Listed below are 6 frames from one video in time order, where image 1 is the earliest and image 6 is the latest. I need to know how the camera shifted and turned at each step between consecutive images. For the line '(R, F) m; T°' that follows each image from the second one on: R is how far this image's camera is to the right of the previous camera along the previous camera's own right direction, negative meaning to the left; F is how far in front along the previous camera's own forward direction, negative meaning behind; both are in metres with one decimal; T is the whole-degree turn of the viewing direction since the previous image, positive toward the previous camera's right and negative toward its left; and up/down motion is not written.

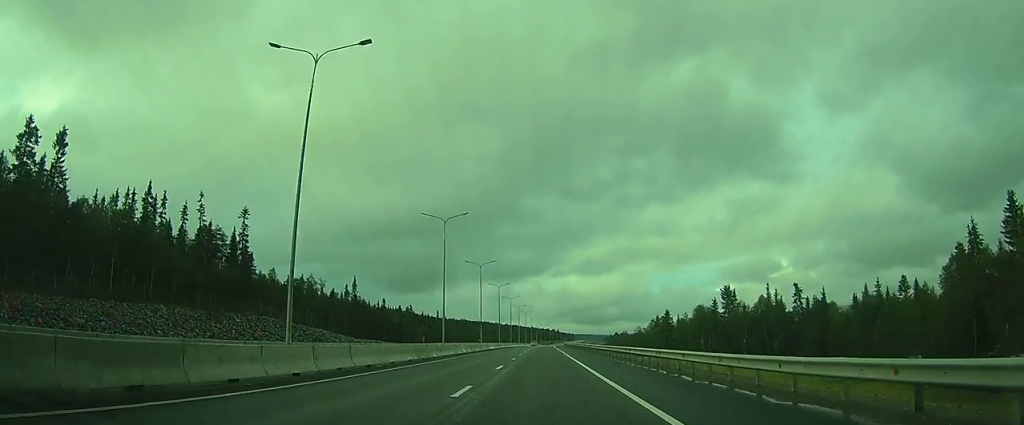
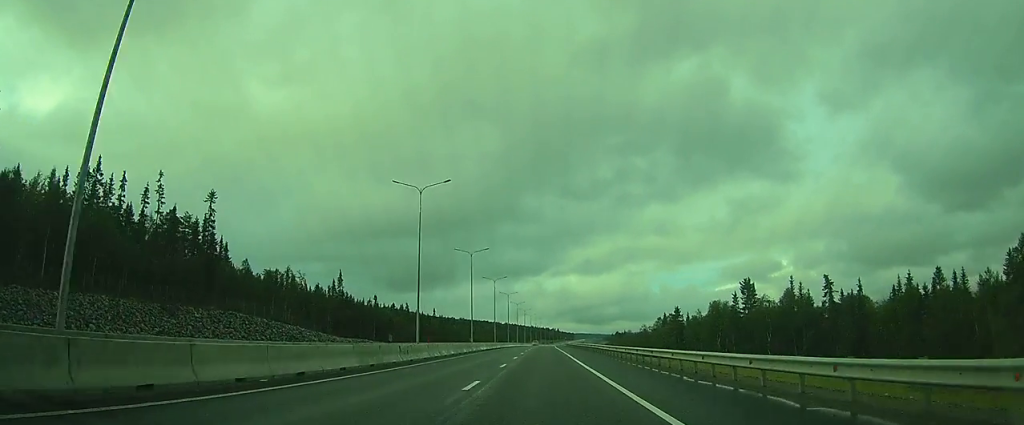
(0.0, +10.4) m; 0°
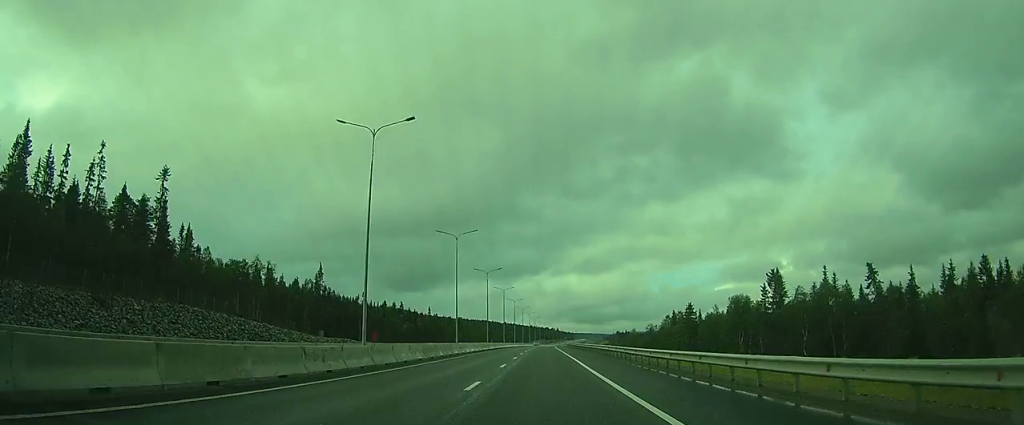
(0.0, +11.8) m; 0°
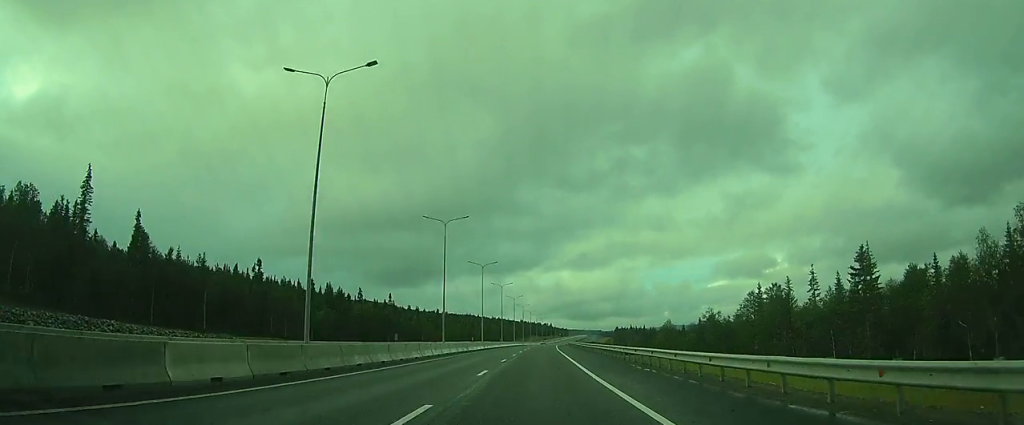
(-0.1, +65.9) m; 0°
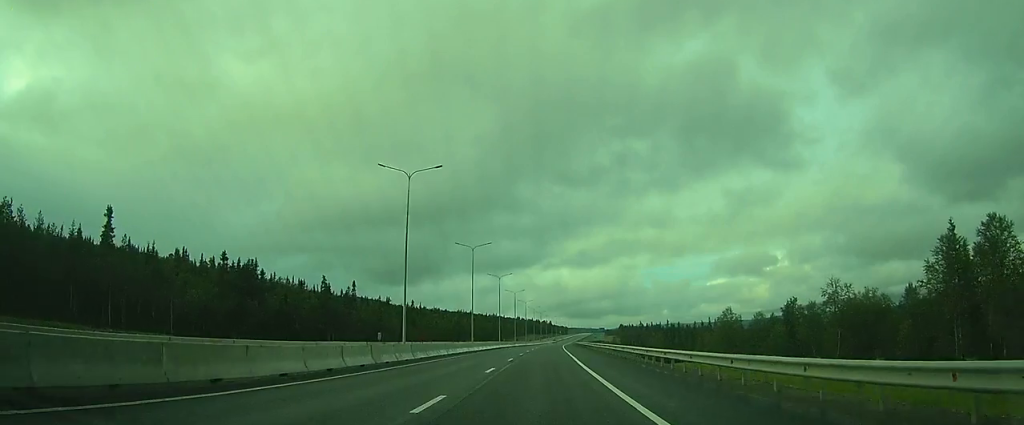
(+0.3, +45.3) m; 0°
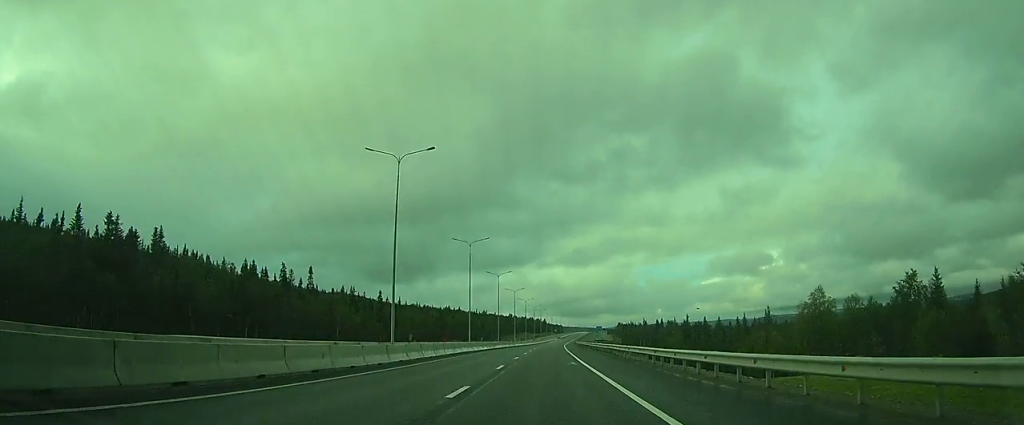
(0.0, +32.8) m; 0°
